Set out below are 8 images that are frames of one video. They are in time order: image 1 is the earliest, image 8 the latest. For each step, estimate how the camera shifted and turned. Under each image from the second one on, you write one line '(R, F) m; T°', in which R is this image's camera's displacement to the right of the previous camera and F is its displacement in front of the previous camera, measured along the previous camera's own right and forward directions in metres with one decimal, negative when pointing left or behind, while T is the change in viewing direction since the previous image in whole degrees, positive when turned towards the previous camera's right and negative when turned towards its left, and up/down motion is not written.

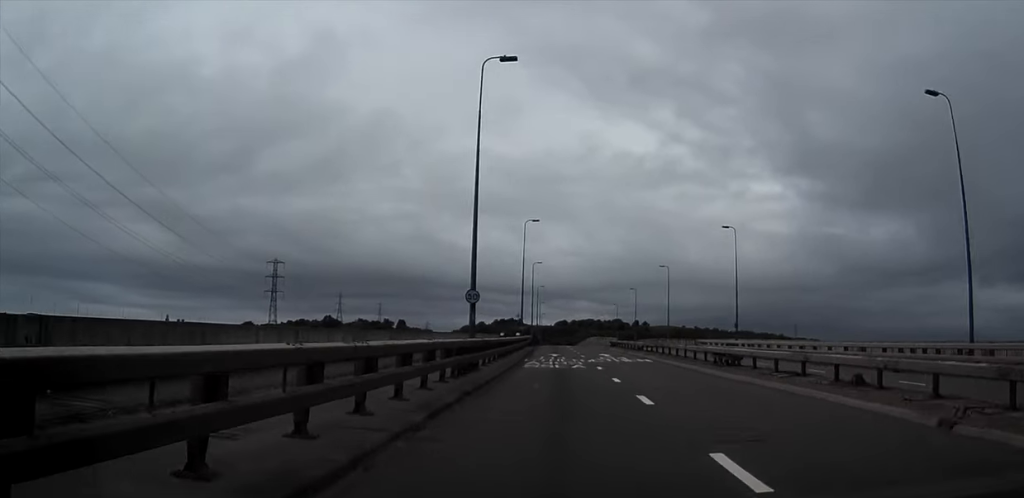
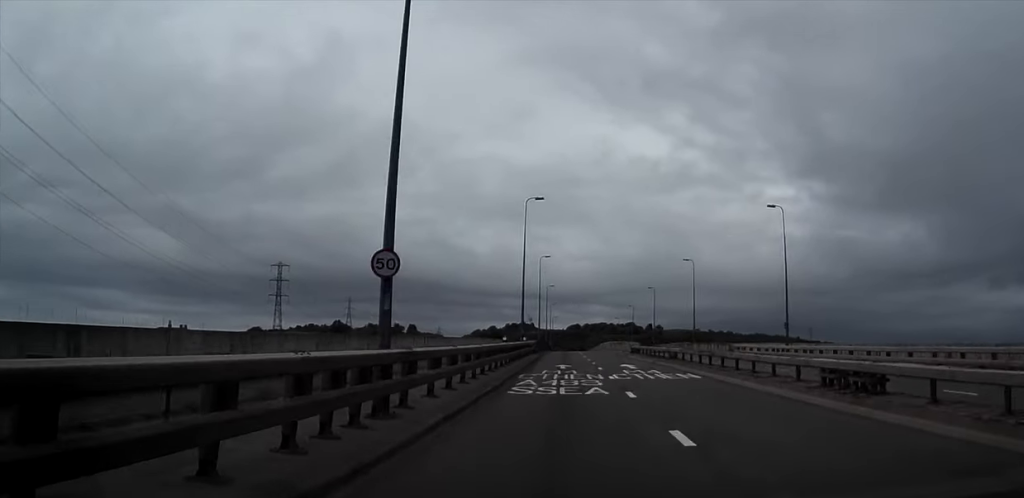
(-0.1, +12.2) m; 0°
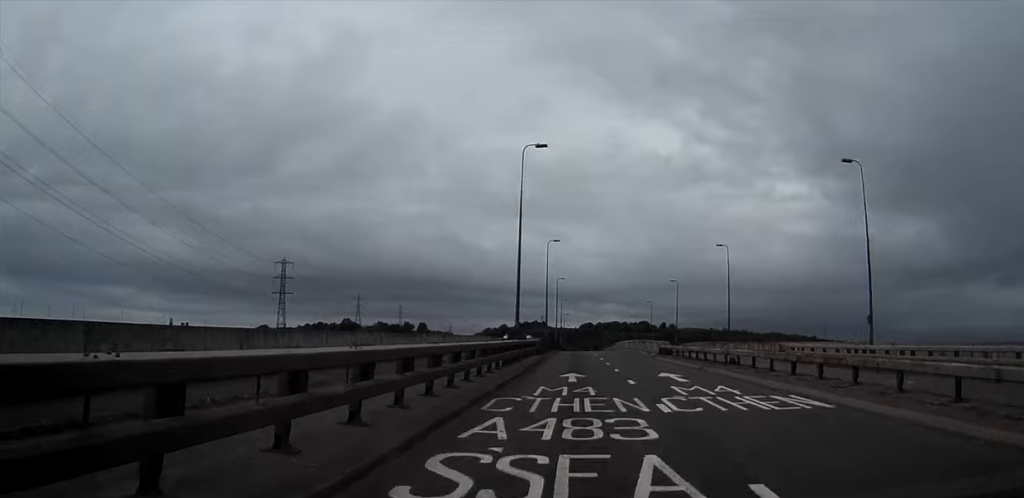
(0.0, +13.7) m; 0°
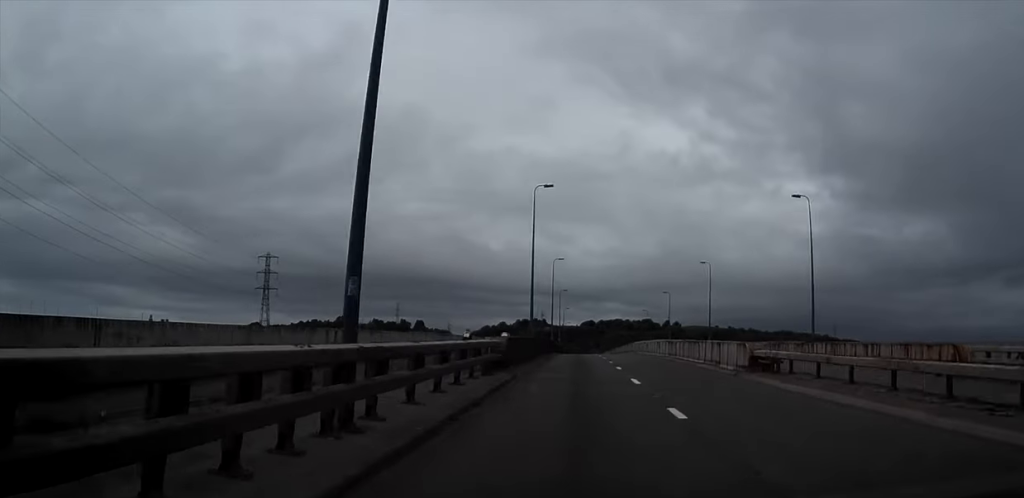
(0.0, +24.8) m; 0°
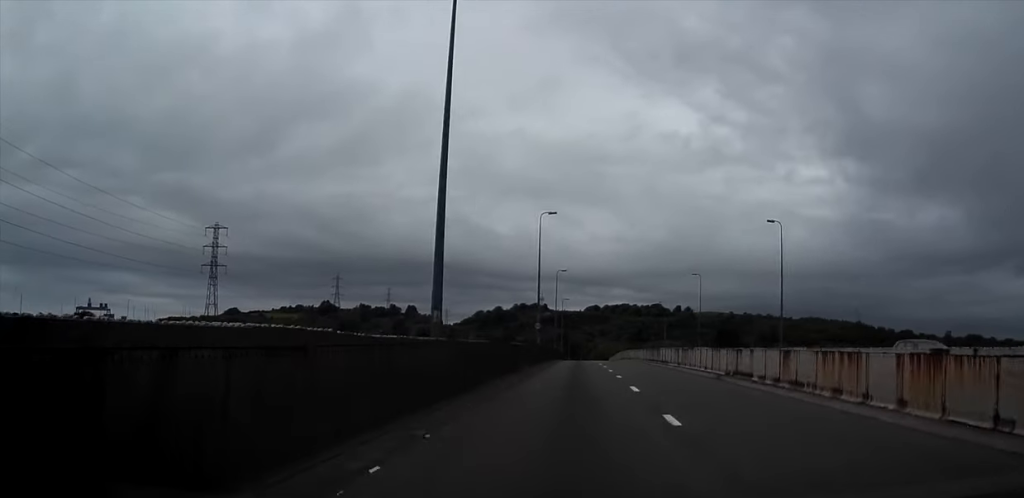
(+0.2, +65.8) m; 0°
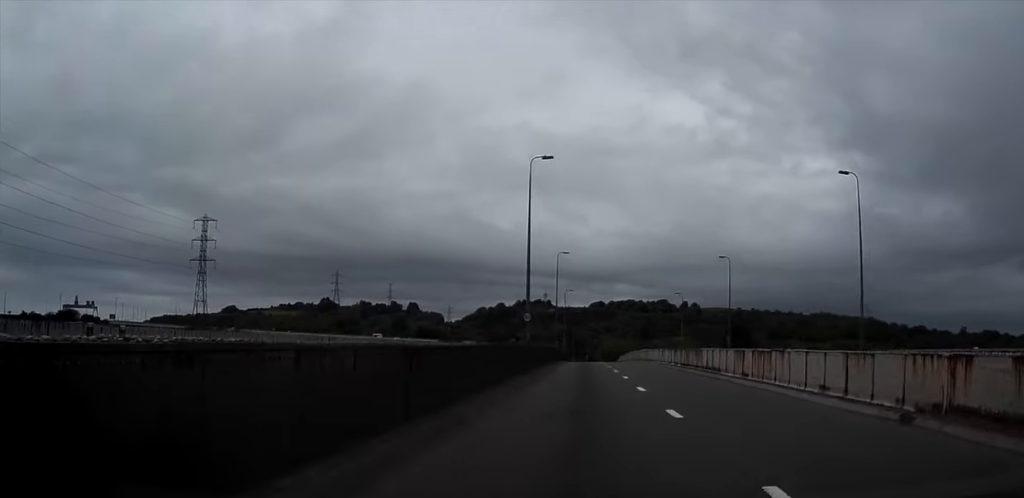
(-0.1, +16.5) m; 0°
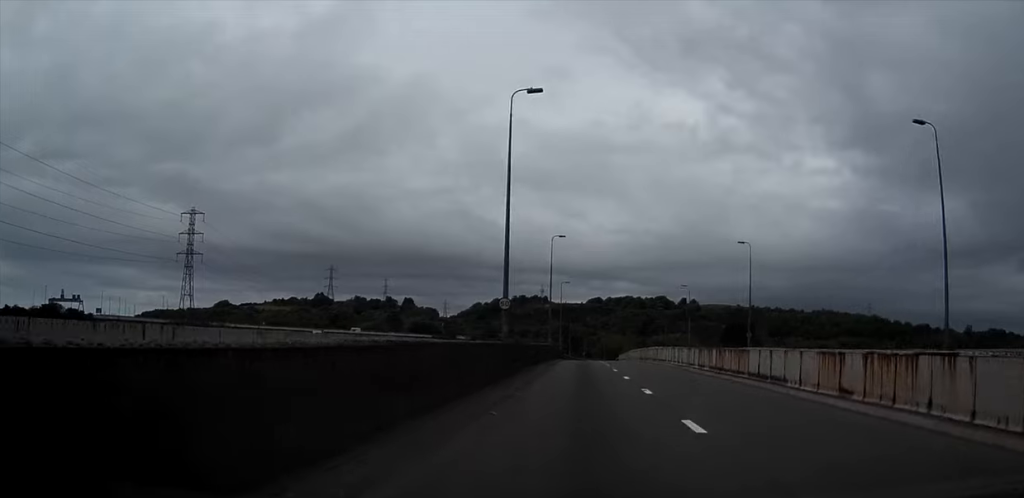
(+0.1, +10.2) m; 0°
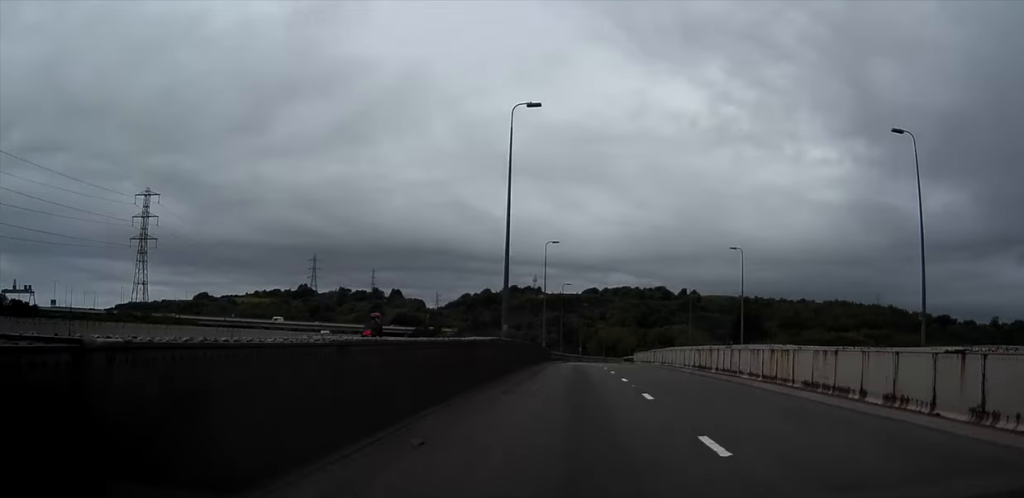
(0.0, +34.2) m; 0°
